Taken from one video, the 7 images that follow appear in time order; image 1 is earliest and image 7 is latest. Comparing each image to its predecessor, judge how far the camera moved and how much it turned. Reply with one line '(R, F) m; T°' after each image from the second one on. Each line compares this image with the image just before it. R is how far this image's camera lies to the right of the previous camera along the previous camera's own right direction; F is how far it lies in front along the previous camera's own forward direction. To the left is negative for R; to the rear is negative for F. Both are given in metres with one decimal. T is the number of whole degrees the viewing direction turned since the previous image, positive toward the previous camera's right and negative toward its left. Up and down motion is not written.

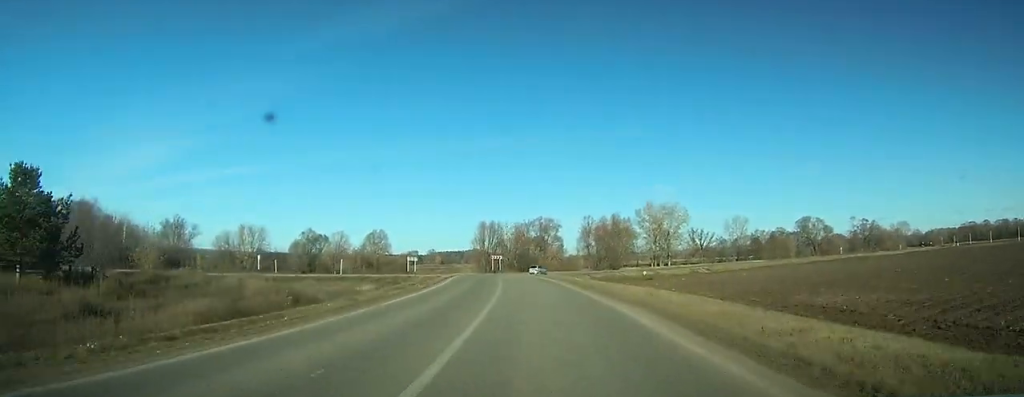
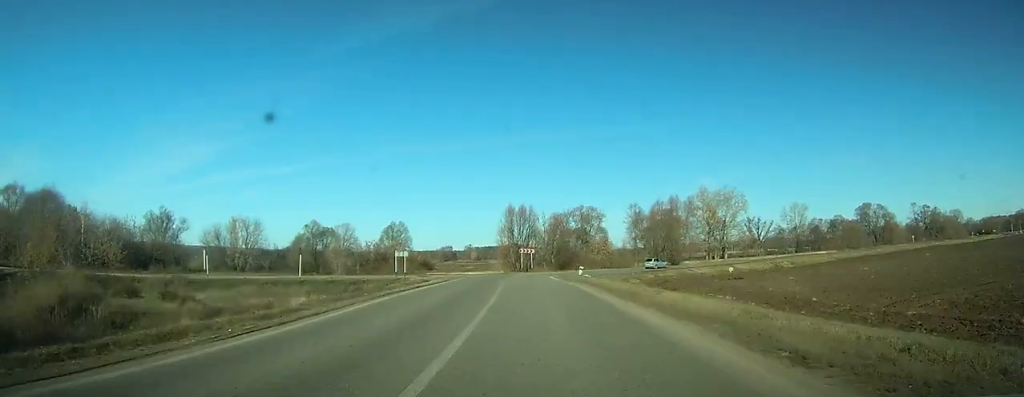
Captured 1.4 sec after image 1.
(-0.3, +20.9) m; -2°
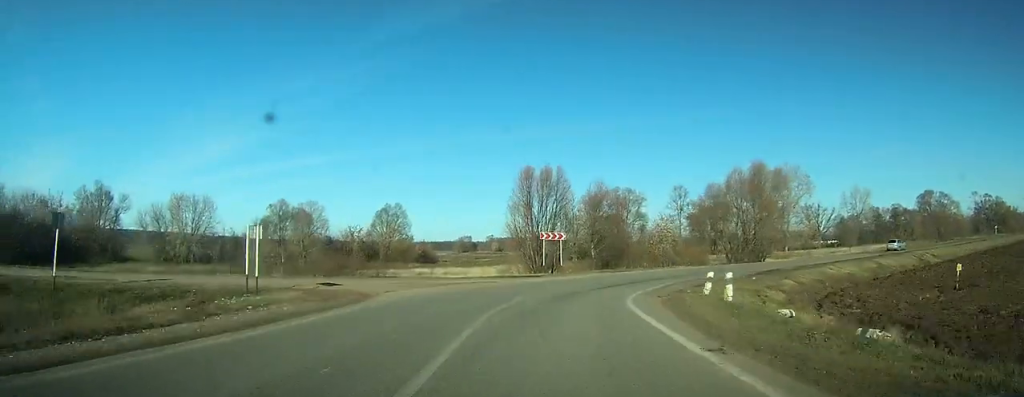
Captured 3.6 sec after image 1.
(-0.8, +28.8) m; 0°
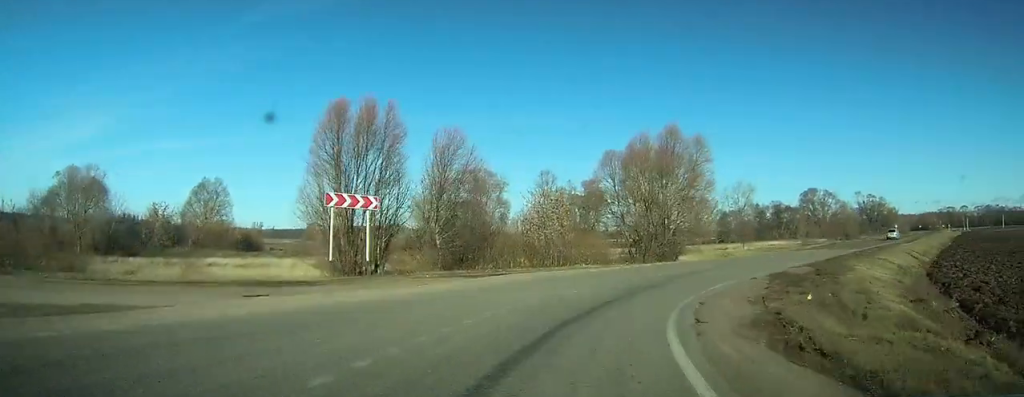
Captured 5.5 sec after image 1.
(+0.6, +22.4) m; +10°
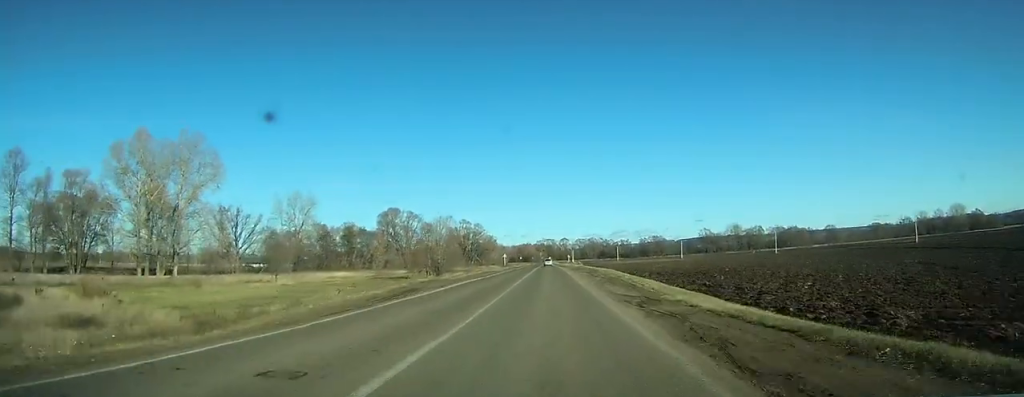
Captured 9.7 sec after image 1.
(+18.4, +47.1) m; +36°
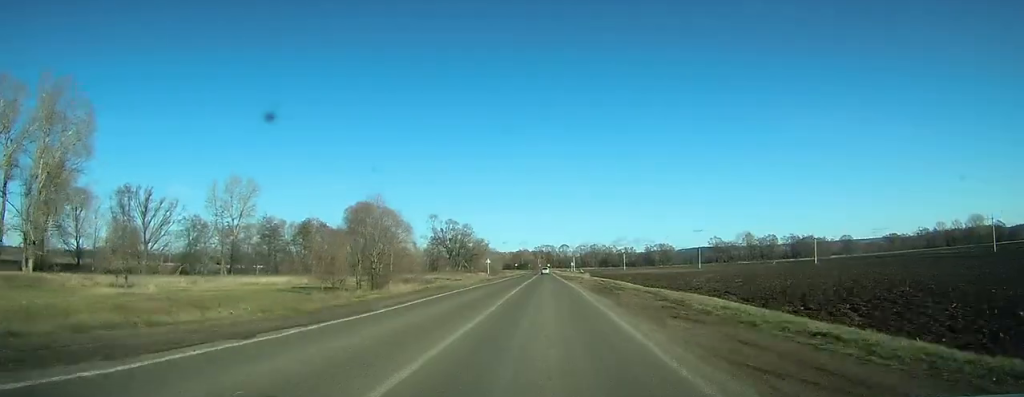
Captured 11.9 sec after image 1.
(+2.3, +32.8) m; +4°
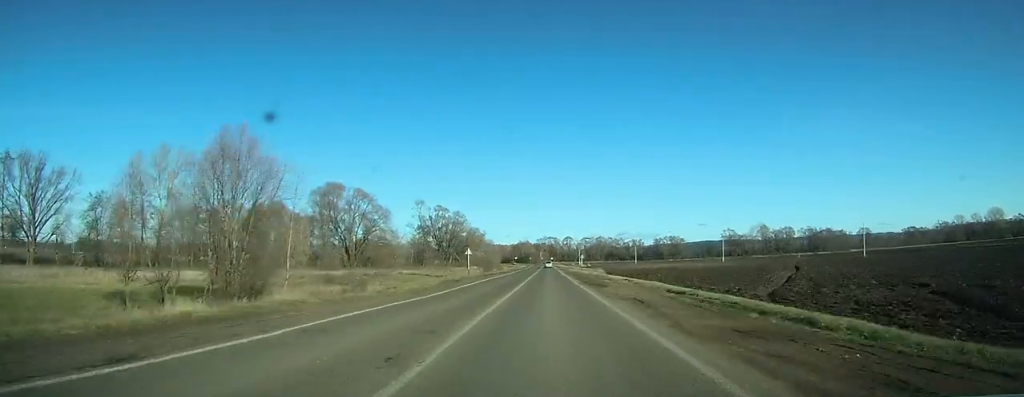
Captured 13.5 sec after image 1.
(+0.1, +27.1) m; 0°
